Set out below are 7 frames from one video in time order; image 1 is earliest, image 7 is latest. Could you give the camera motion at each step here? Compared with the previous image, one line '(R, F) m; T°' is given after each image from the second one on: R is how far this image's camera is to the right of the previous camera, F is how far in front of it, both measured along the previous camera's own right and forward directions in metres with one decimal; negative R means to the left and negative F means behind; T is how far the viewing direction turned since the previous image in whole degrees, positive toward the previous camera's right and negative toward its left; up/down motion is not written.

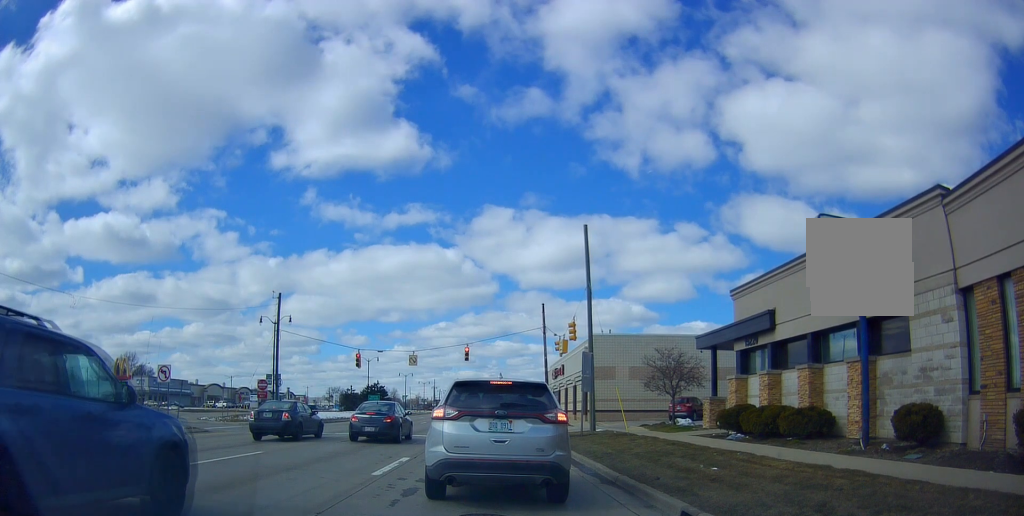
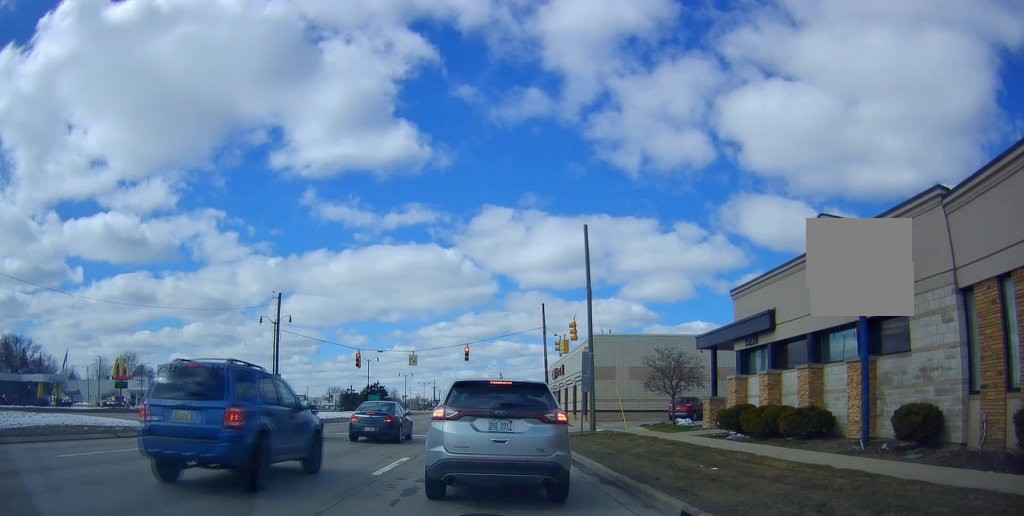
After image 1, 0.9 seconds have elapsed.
(0.0, 0.0) m; 0°
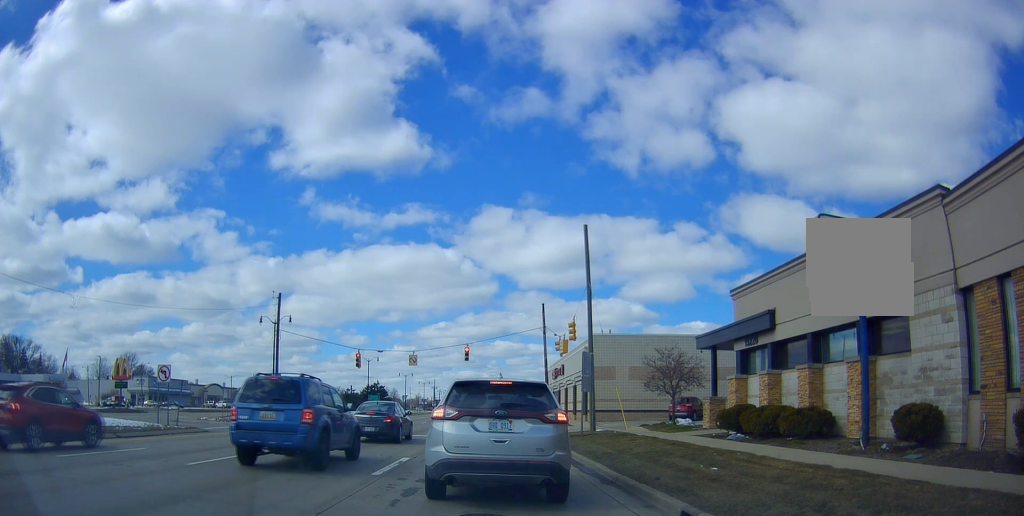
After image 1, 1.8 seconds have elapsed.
(0.0, 0.0) m; 0°
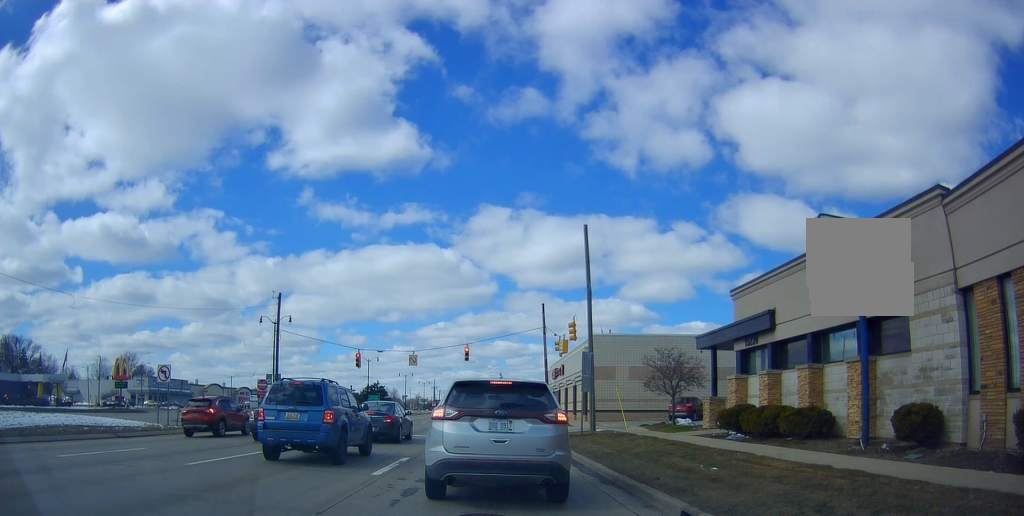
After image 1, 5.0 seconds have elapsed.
(0.0, 0.0) m; 0°
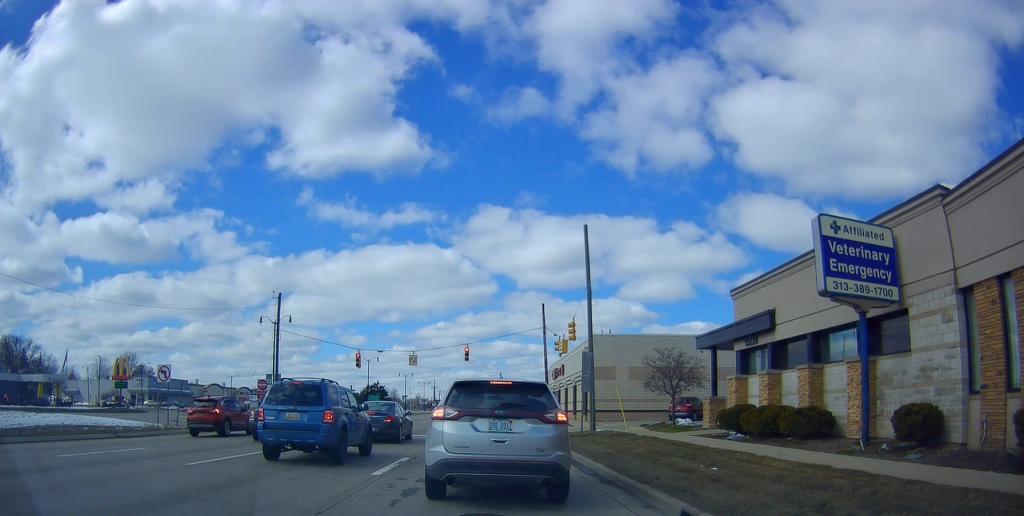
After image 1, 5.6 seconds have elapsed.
(0.0, 0.0) m; 0°
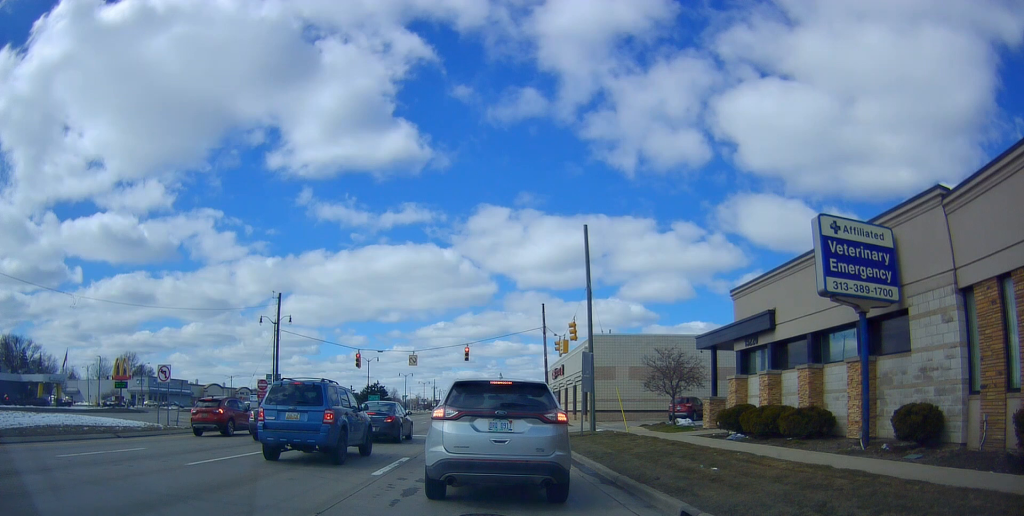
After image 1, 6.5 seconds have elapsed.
(0.0, 0.0) m; 0°
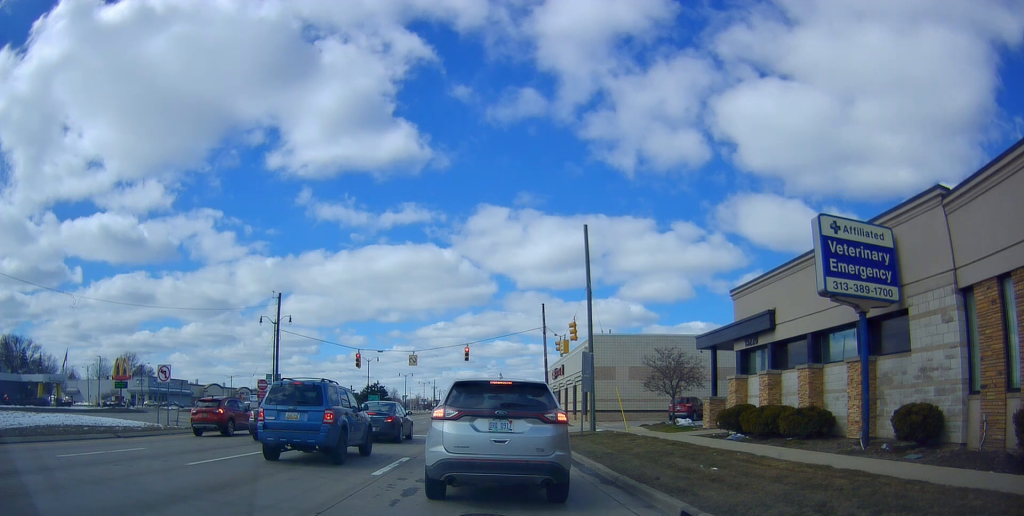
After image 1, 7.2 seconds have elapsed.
(0.0, 0.0) m; 0°
